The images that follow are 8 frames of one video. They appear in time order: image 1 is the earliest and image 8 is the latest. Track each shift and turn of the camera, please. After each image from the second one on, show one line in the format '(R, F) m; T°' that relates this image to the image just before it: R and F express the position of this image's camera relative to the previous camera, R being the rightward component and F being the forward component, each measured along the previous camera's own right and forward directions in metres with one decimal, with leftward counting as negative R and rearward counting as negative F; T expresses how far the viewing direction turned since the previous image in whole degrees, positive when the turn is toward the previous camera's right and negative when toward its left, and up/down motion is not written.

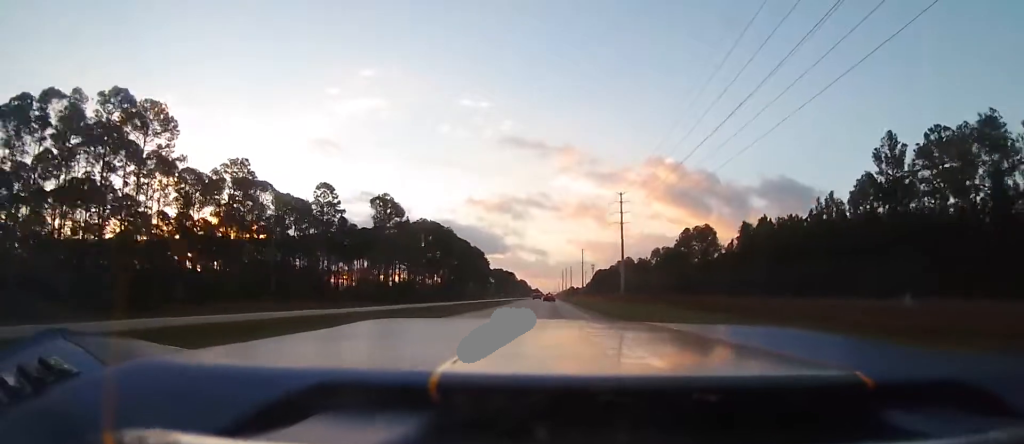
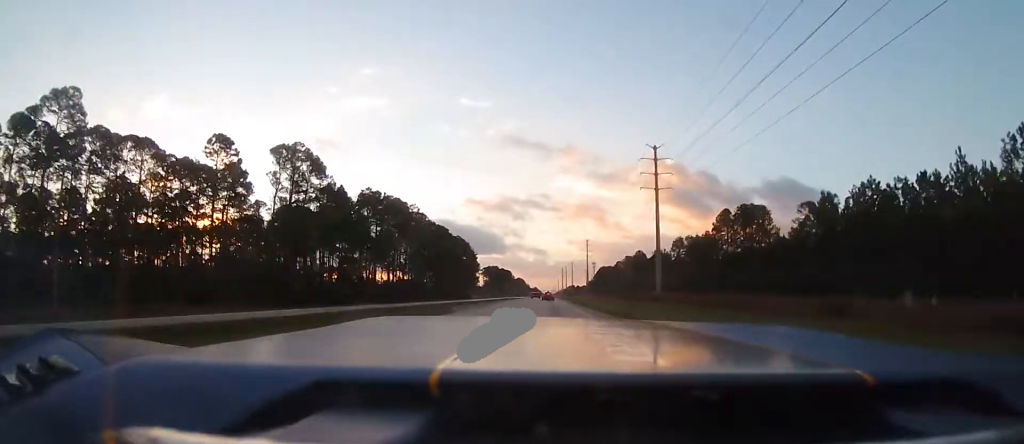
(+0.1, +40.1) m; 0°
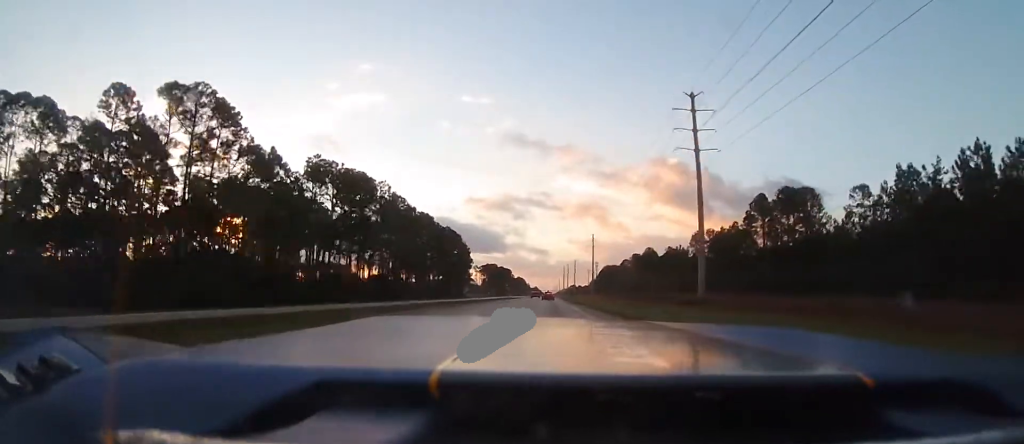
(-0.2, +22.5) m; 0°
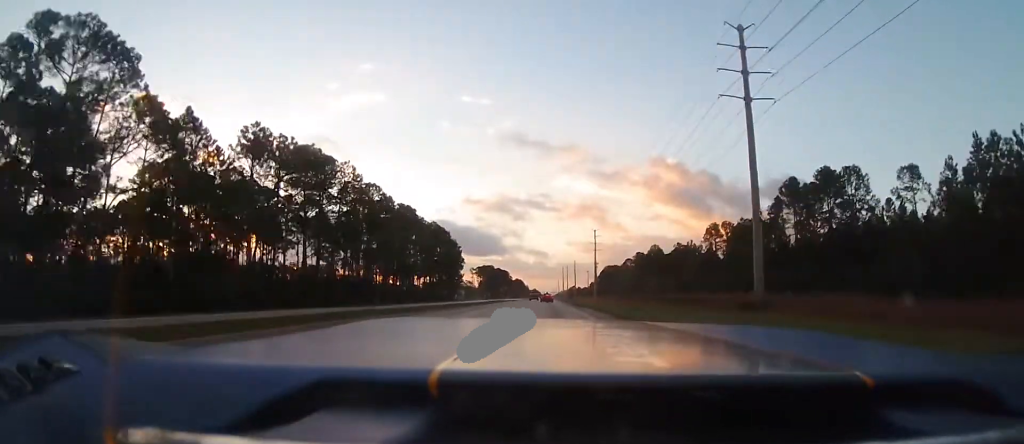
(+0.2, +16.7) m; 0°
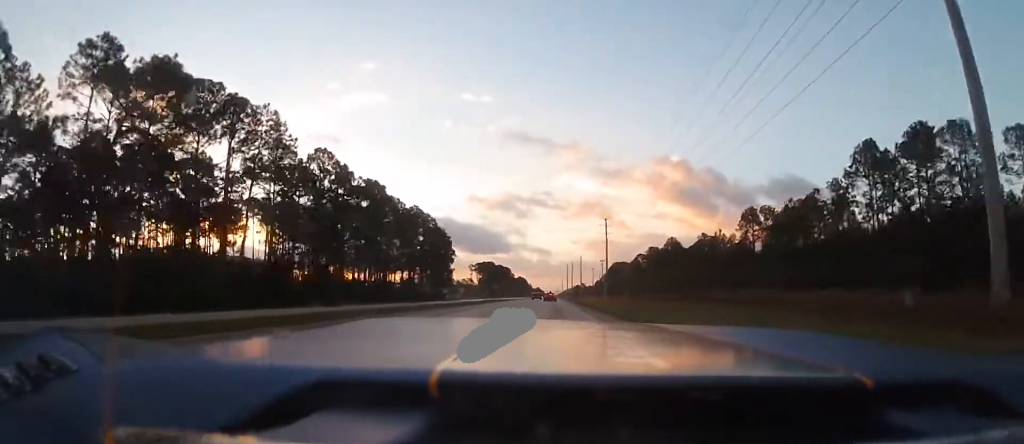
(+0.1, +25.0) m; 0°
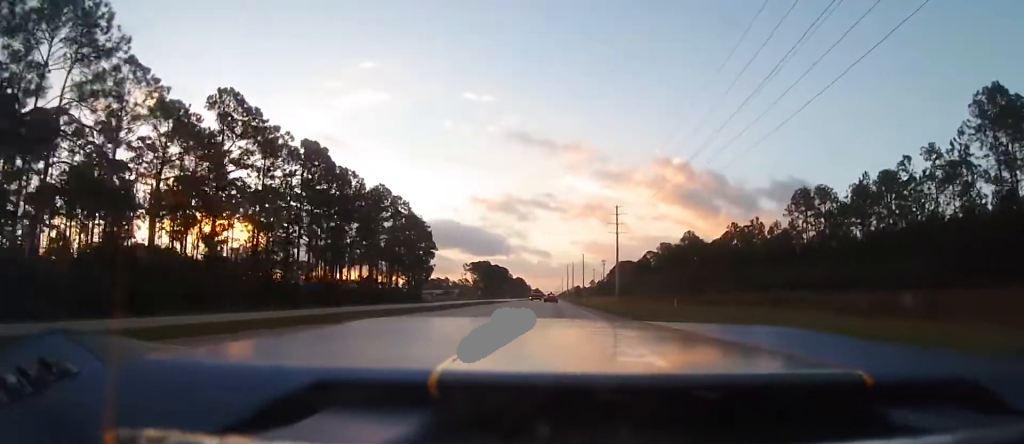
(-0.2, +26.1) m; 0°
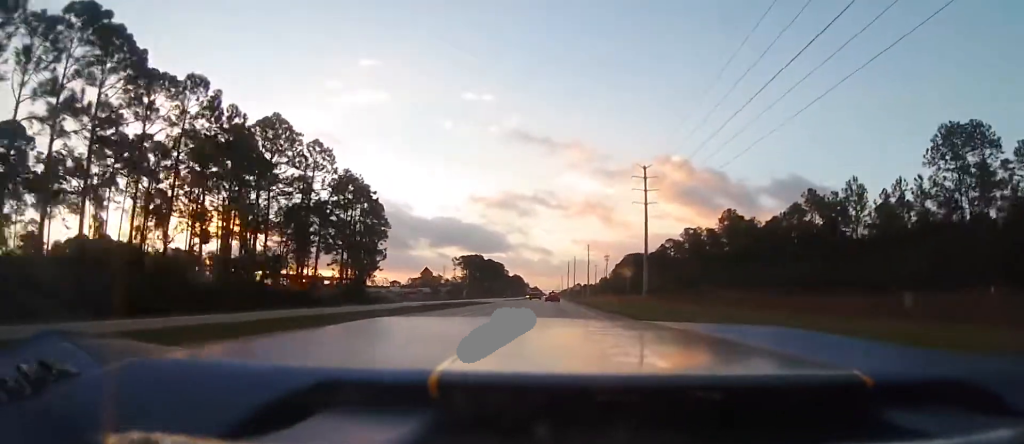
(+0.1, +40.1) m; +1°
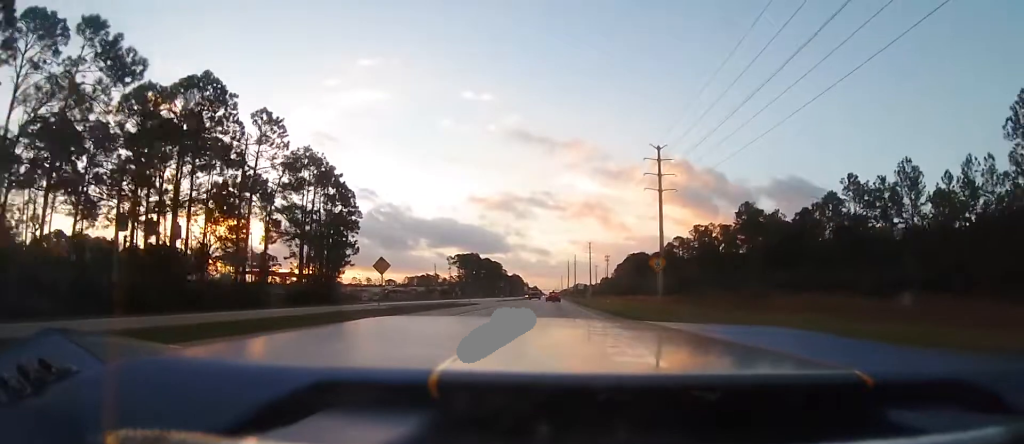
(+0.2, +14.0) m; 0°
